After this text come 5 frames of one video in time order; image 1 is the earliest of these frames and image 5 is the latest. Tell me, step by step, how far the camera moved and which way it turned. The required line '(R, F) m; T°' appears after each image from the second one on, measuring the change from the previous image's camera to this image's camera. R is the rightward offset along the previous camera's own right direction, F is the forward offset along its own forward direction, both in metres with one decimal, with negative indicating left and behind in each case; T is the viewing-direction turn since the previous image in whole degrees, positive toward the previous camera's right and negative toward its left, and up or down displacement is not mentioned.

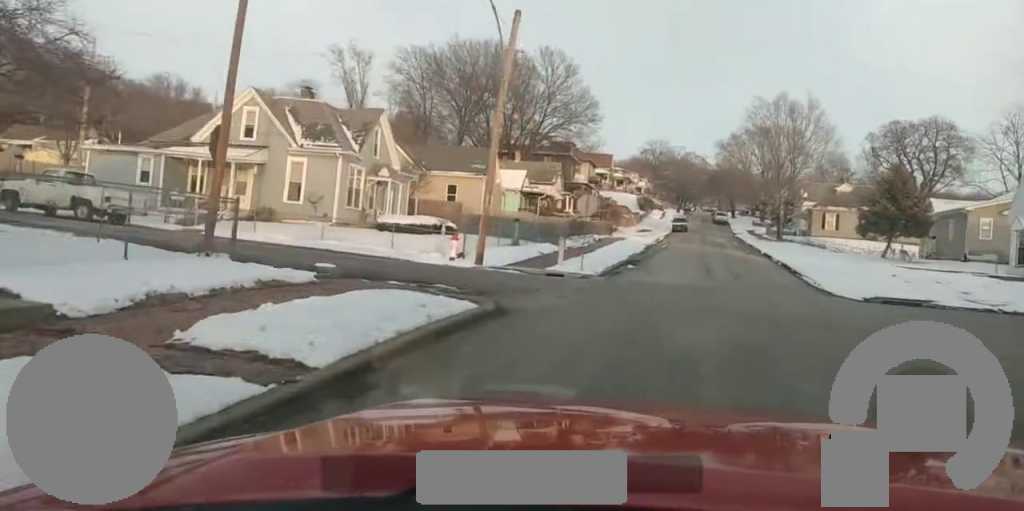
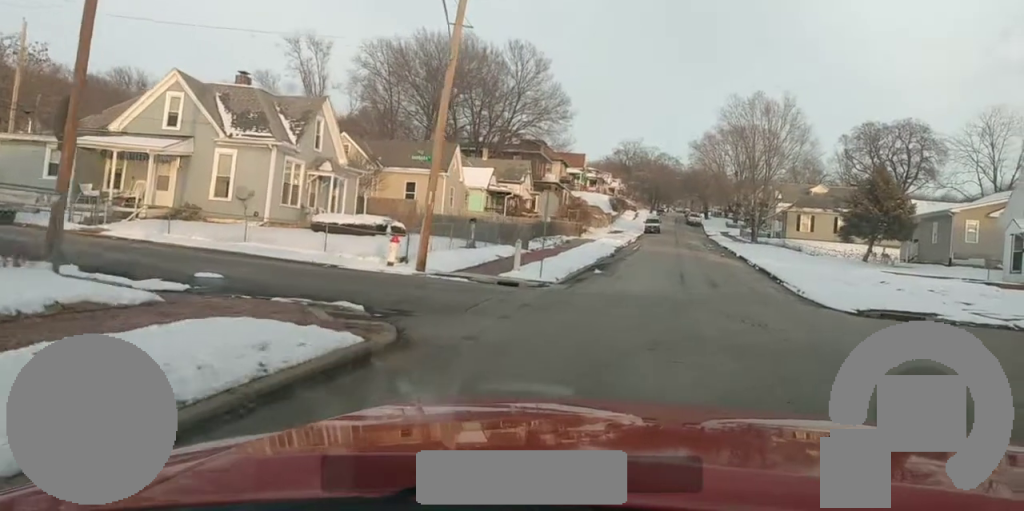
(0.0, +2.7) m; +6°
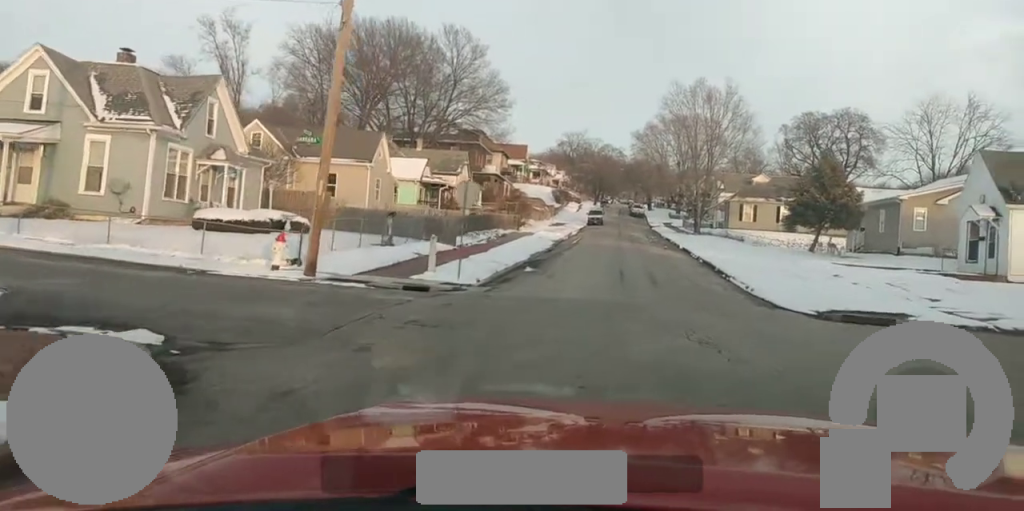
(0.0, +2.7) m; +10°
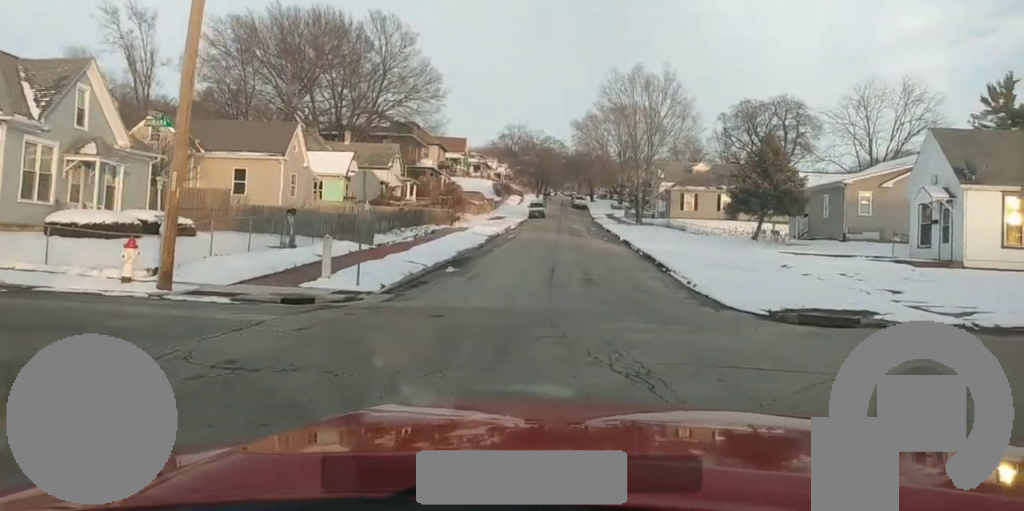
(+0.6, +2.9) m; +20°
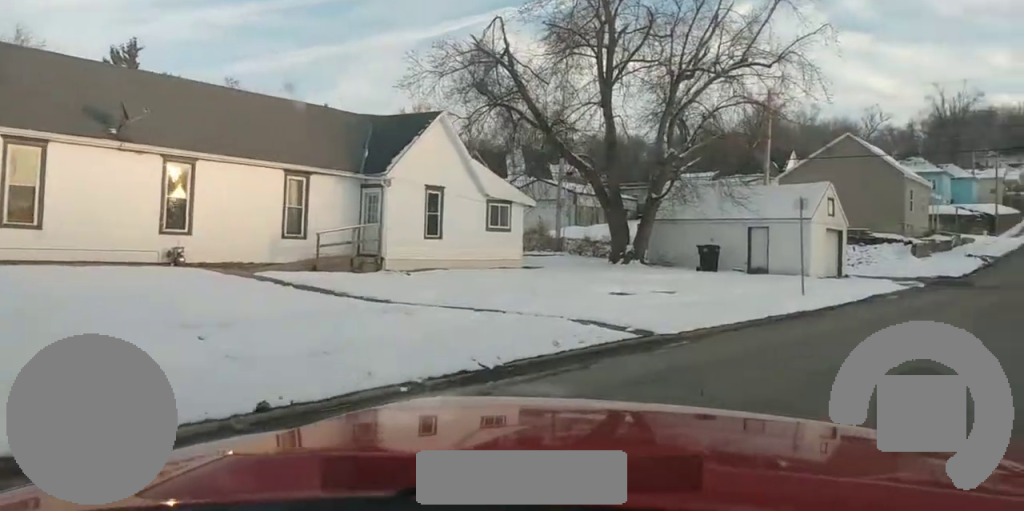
(+7.8, +14.1) m; +56°
